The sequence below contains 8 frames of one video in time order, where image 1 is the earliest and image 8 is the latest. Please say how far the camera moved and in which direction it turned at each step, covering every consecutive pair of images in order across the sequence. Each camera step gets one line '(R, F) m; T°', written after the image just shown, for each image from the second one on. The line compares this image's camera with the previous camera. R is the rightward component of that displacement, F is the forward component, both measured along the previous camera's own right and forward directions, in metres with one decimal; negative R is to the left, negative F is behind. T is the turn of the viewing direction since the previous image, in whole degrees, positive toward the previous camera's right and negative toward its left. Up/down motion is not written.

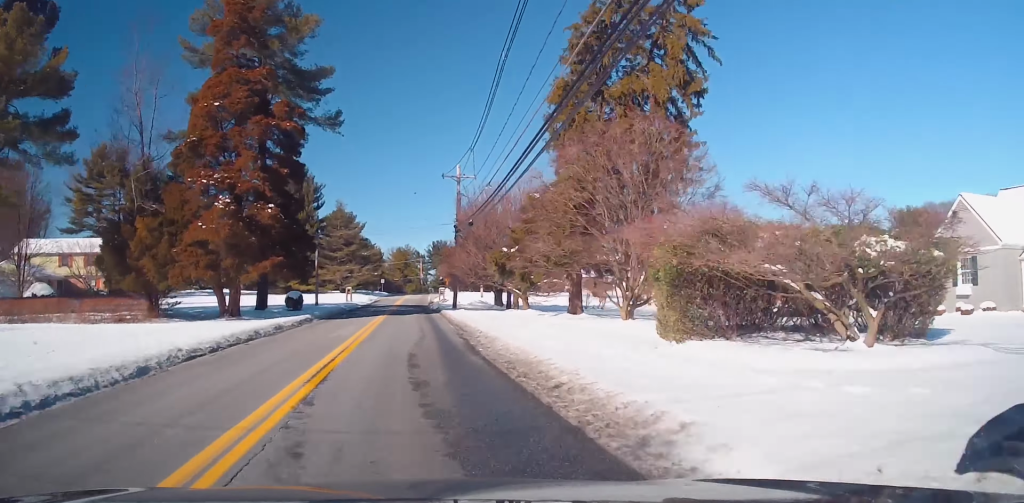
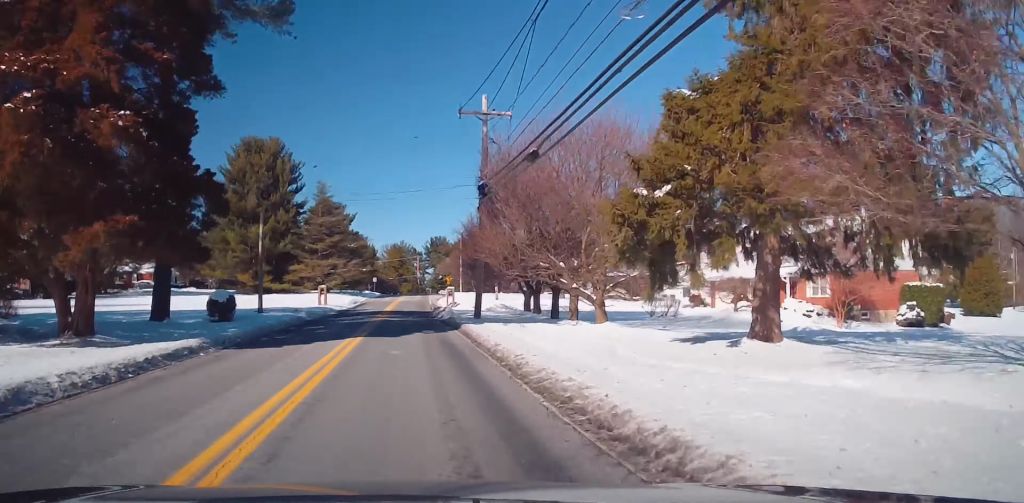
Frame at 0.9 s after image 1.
(0.0, +16.8) m; +1°
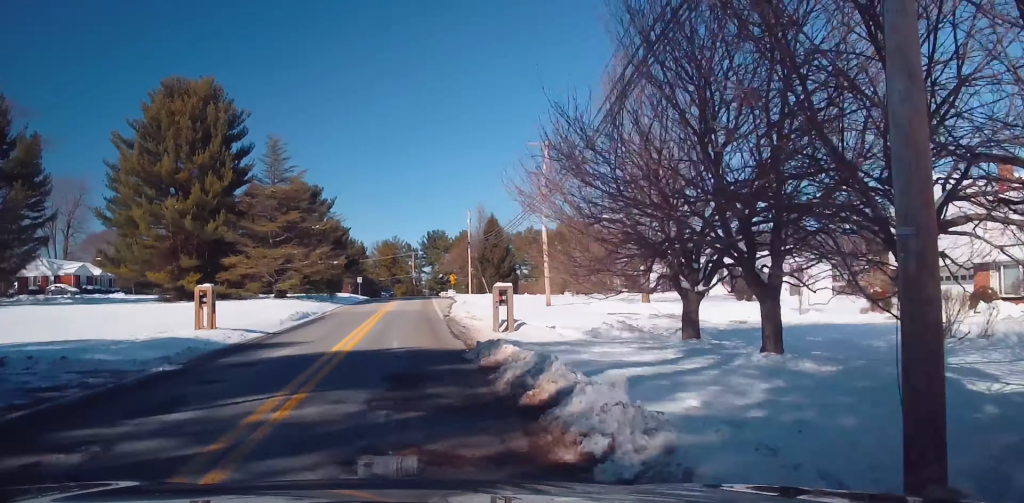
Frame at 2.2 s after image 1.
(+0.5, +25.9) m; +1°
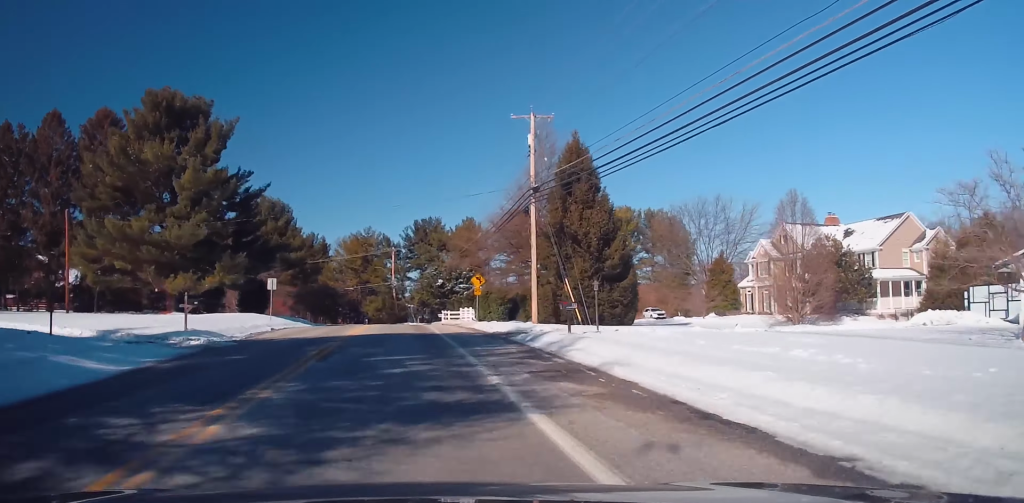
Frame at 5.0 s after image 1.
(+0.7, +54.7) m; +1°
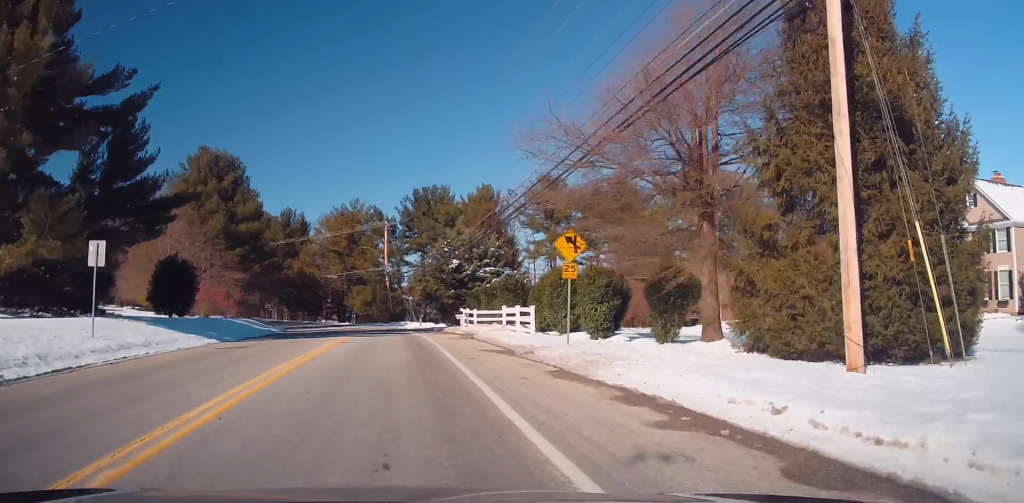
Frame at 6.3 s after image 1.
(-0.2, +25.8) m; -2°
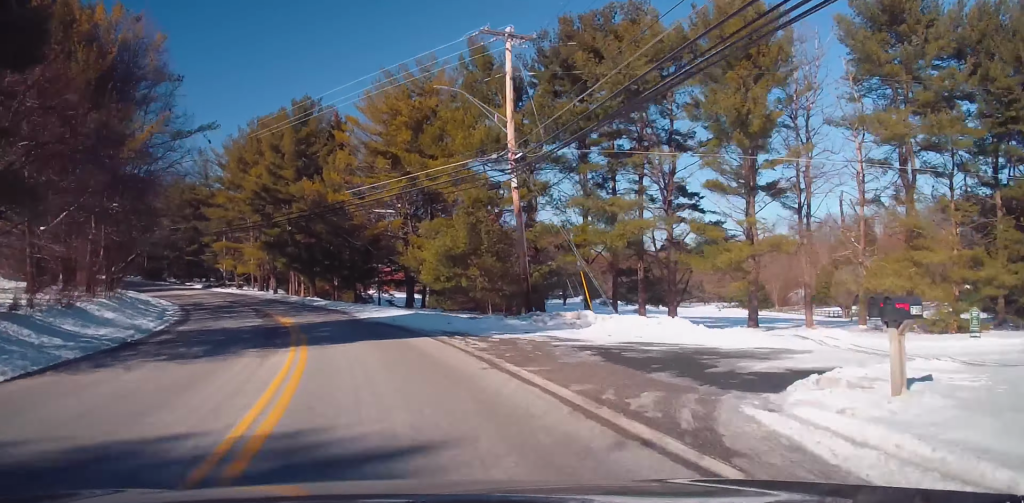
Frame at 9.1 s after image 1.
(-2.2, +53.1) m; -9°
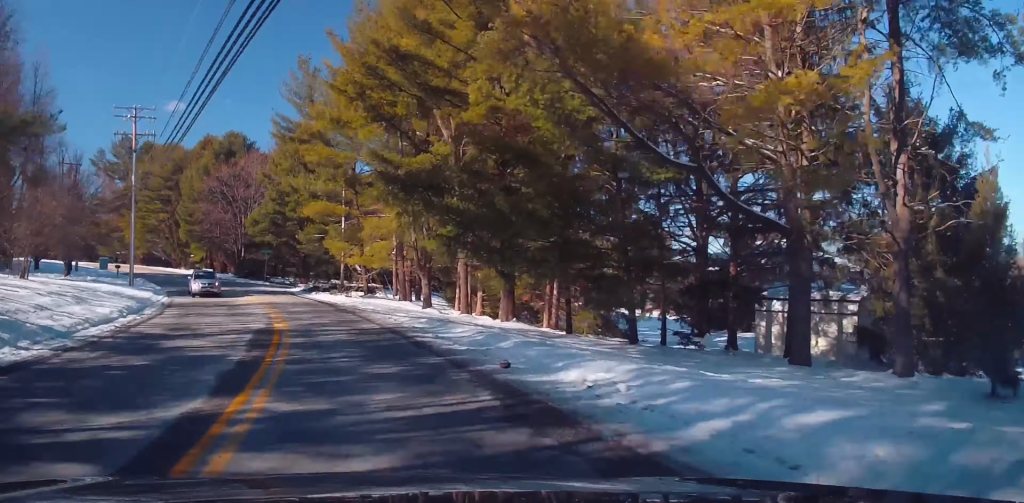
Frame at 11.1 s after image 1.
(-3.4, +35.5) m; -13°
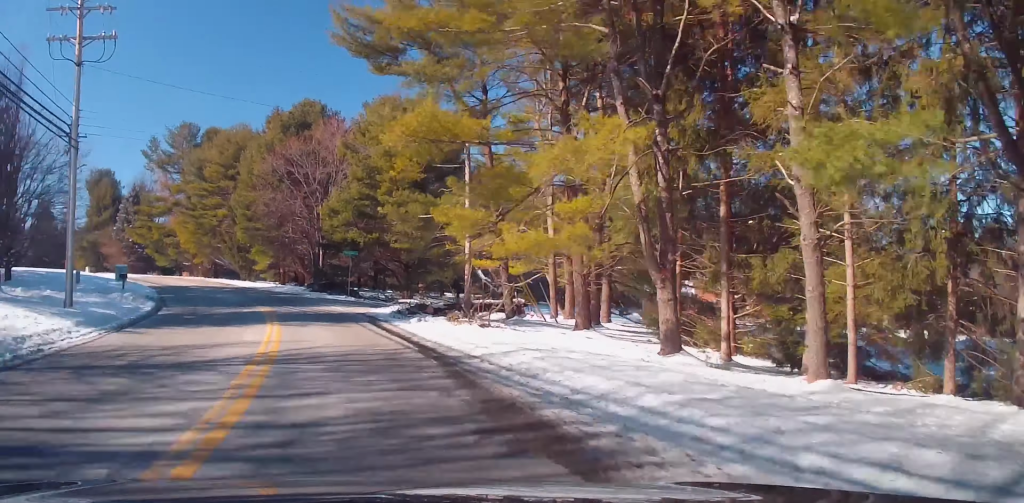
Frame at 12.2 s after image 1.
(-2.5, +20.3) m; -9°
